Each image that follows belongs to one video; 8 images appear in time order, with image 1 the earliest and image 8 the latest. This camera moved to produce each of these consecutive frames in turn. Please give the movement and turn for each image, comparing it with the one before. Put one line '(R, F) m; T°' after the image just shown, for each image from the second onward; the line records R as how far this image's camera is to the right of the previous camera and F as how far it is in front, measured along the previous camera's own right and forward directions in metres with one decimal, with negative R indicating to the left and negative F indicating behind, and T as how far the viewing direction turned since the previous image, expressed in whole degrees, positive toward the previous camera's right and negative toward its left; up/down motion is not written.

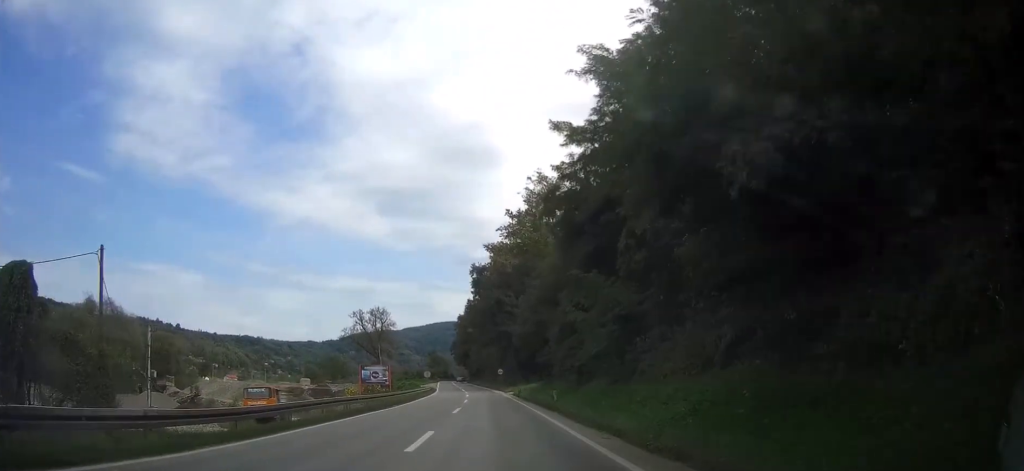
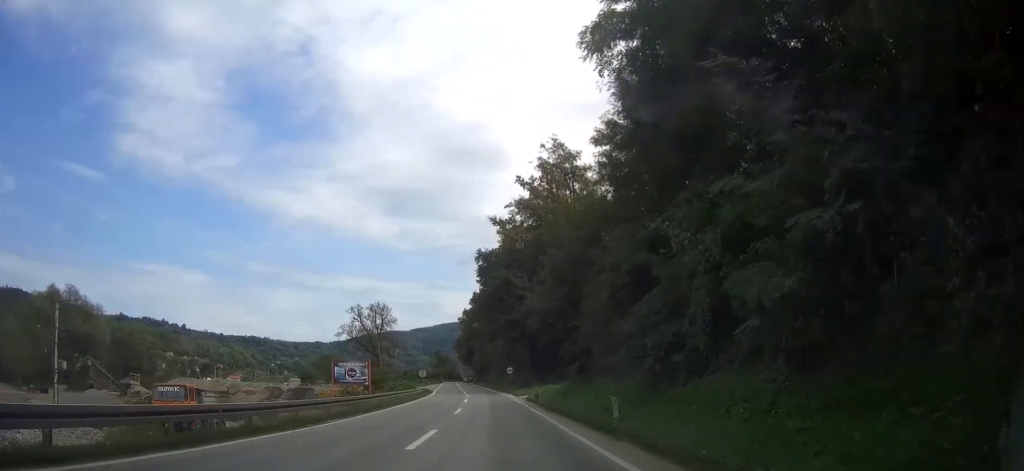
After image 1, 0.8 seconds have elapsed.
(-0.1, +15.8) m; -1°
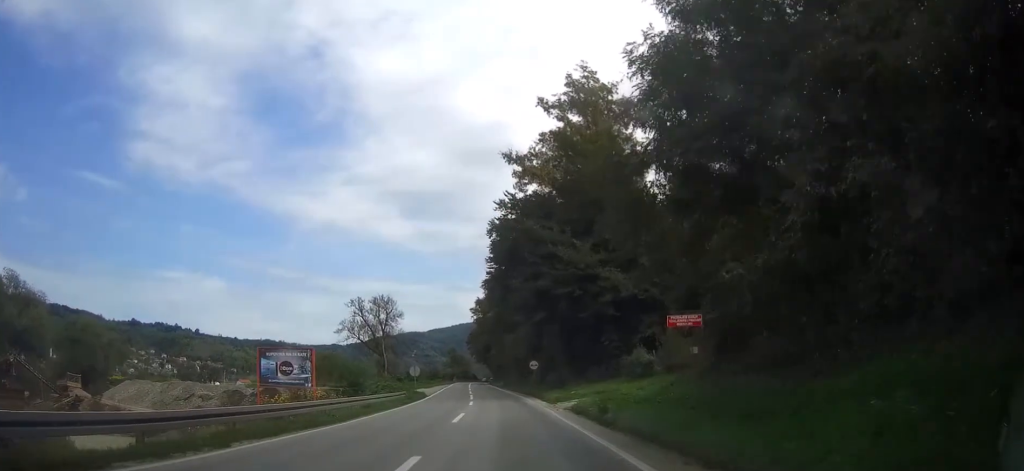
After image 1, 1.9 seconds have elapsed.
(-0.1, +22.3) m; -1°
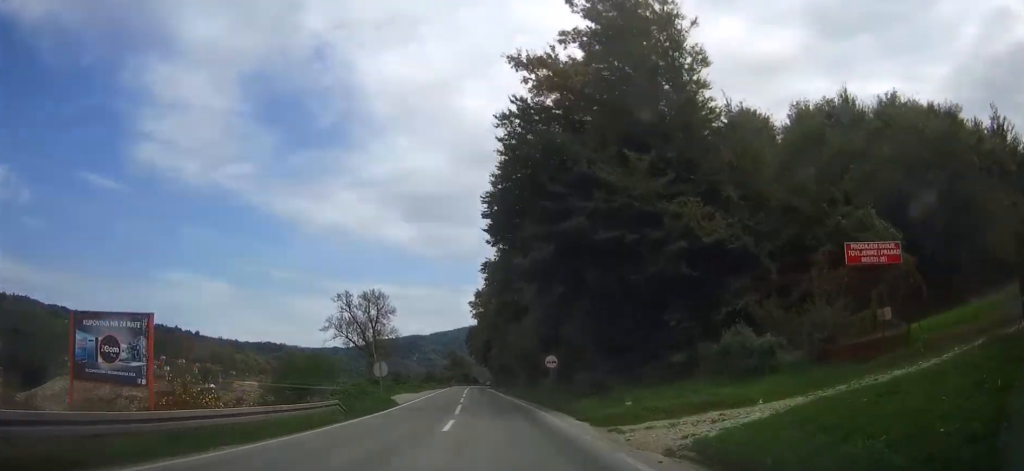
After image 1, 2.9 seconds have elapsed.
(-0.2, +18.2) m; -1°
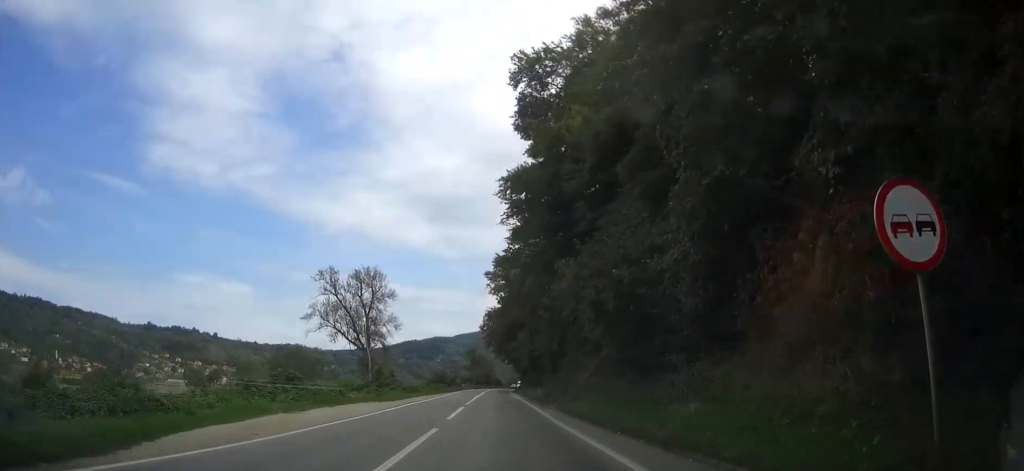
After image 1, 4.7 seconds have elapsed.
(-0.7, +35.9) m; -2°
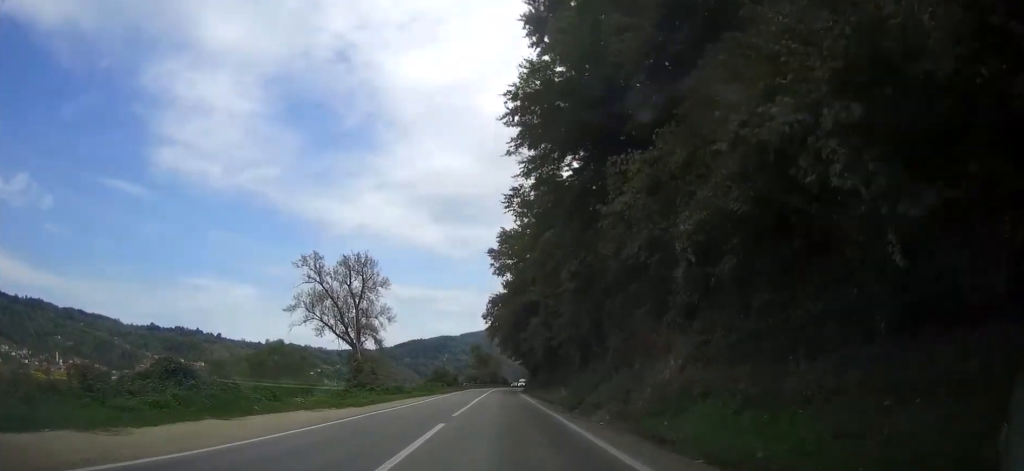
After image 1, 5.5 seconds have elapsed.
(0.0, +14.7) m; 0°
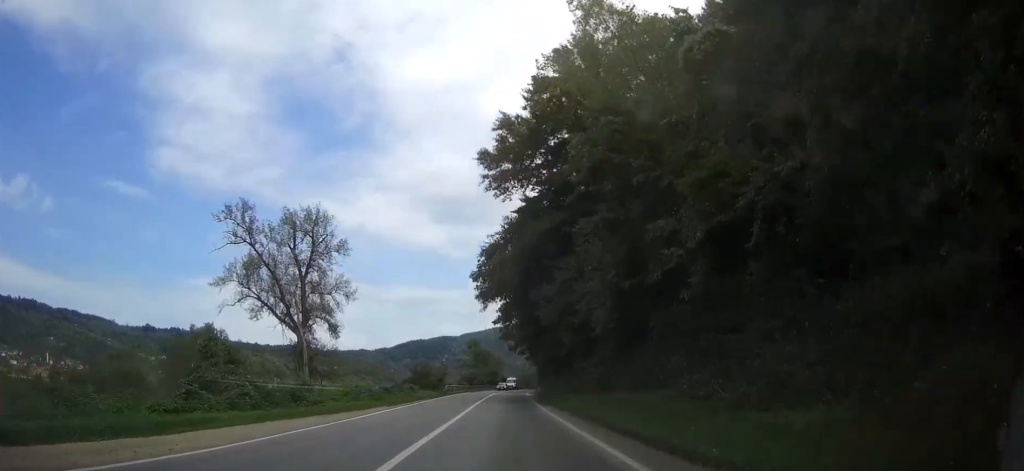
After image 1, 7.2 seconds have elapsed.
(-0.3, +33.3) m; -1°
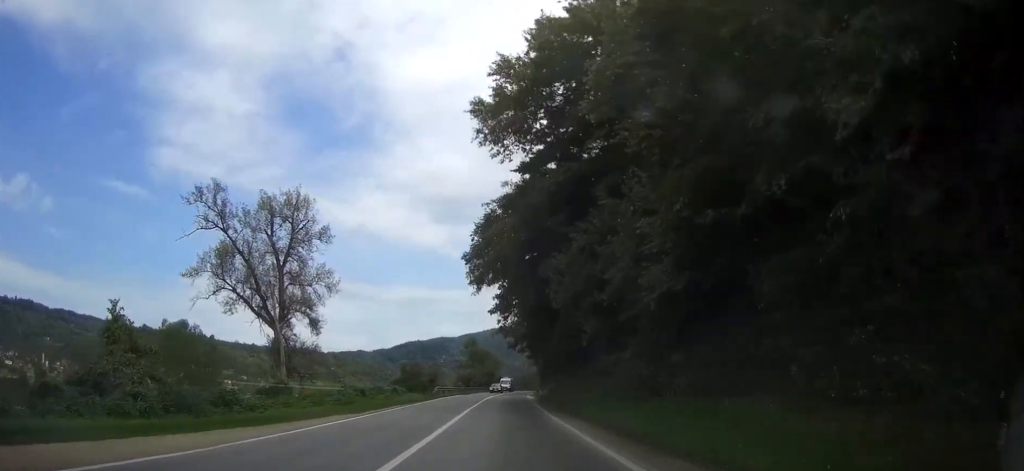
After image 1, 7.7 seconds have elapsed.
(0.0, +8.4) m; 0°
